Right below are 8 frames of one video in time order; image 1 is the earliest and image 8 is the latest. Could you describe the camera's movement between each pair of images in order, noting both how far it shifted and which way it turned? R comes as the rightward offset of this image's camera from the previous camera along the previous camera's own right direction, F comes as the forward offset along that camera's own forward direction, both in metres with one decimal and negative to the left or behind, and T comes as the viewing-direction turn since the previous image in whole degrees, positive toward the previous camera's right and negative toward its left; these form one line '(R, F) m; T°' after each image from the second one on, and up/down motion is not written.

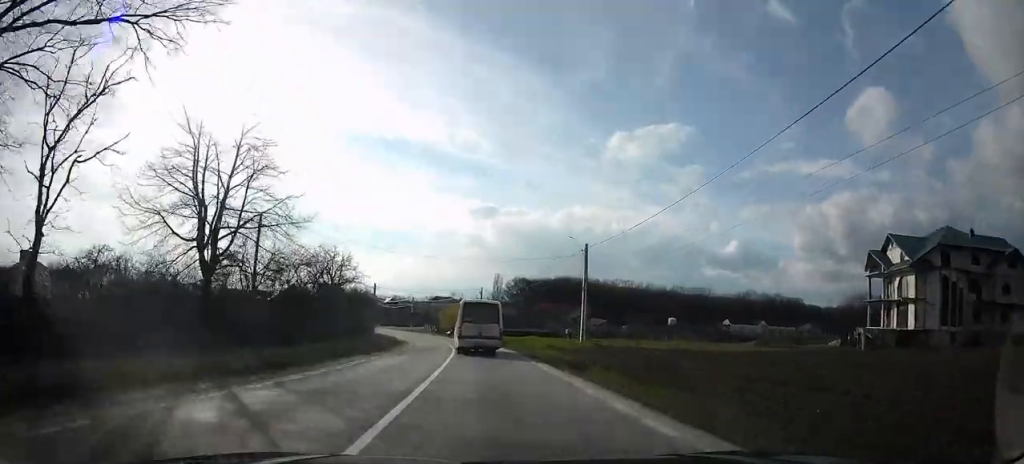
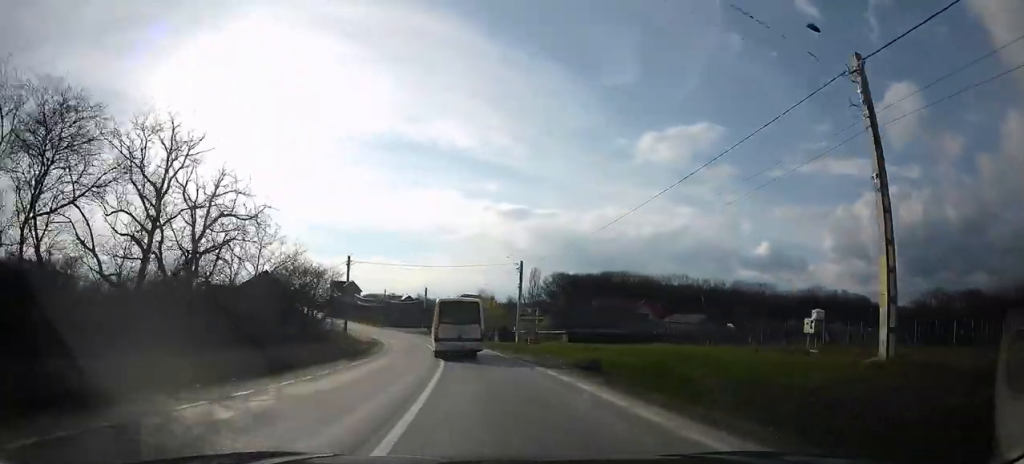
(+0.7, +32.5) m; +2°
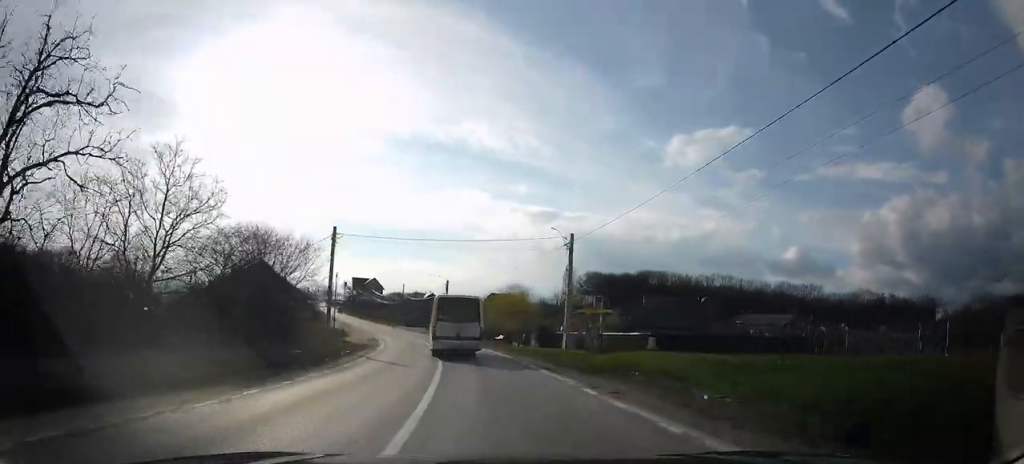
(0.0, +14.8) m; -3°
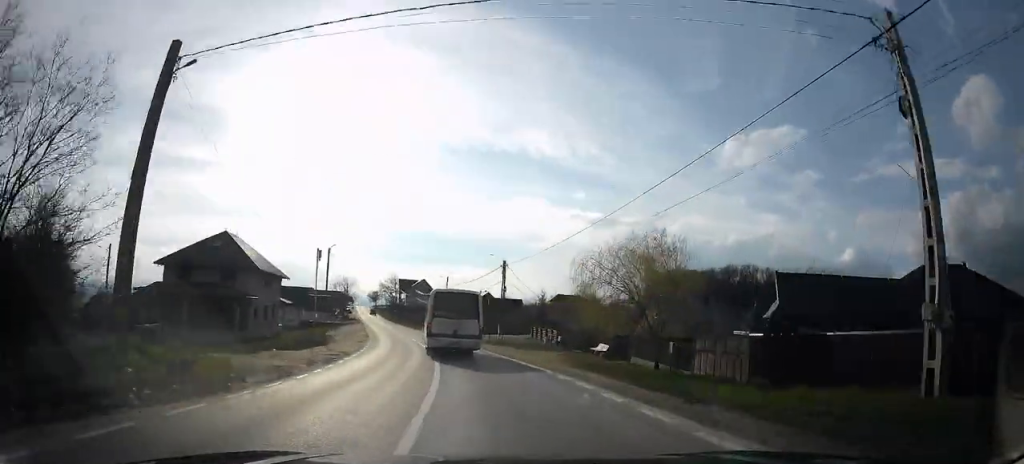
(-1.8, +28.9) m; -10°
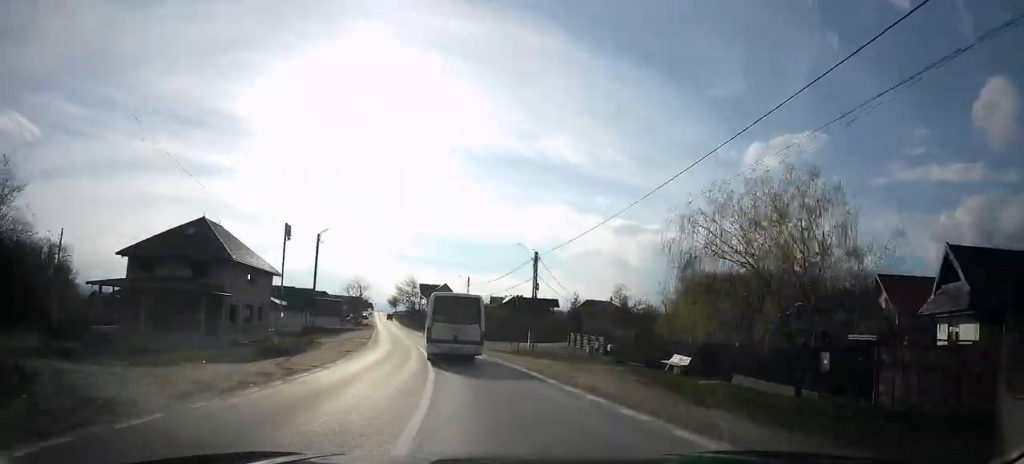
(-0.7, +9.7) m; -3°
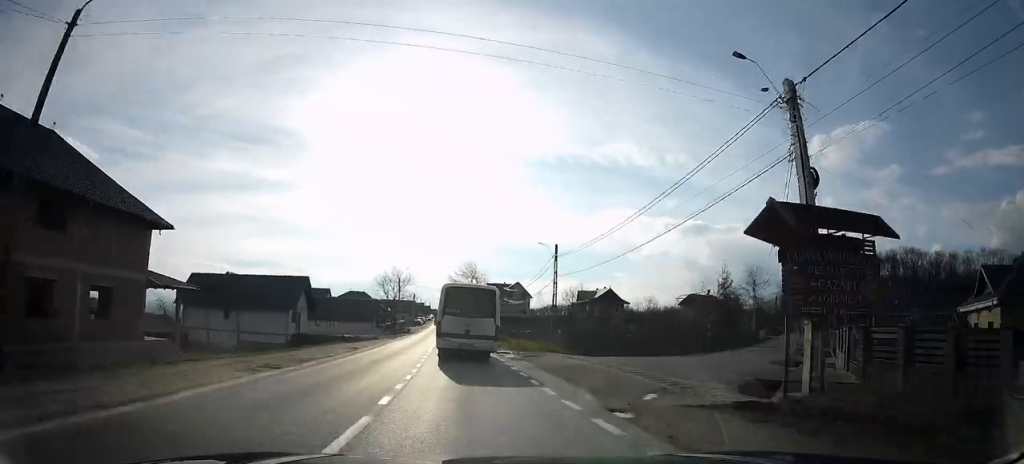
(-1.8, +31.0) m; -3°
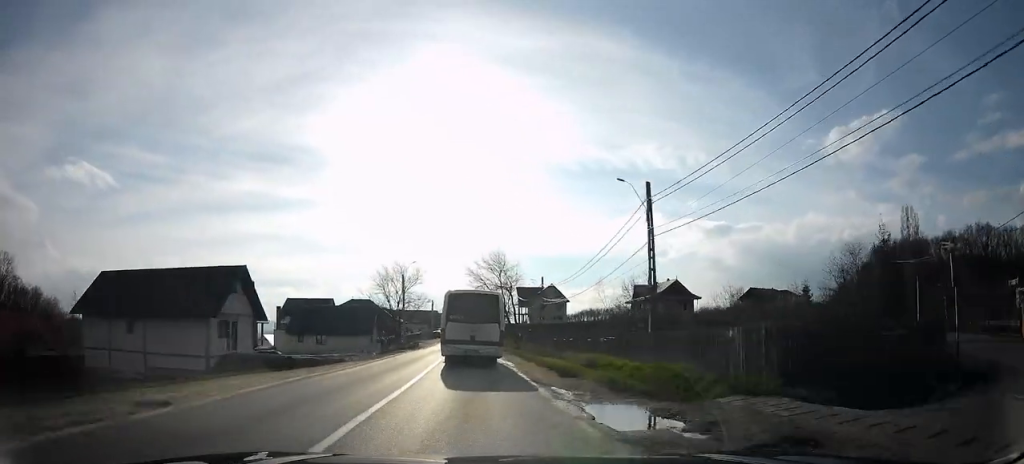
(0.0, +20.2) m; -3°
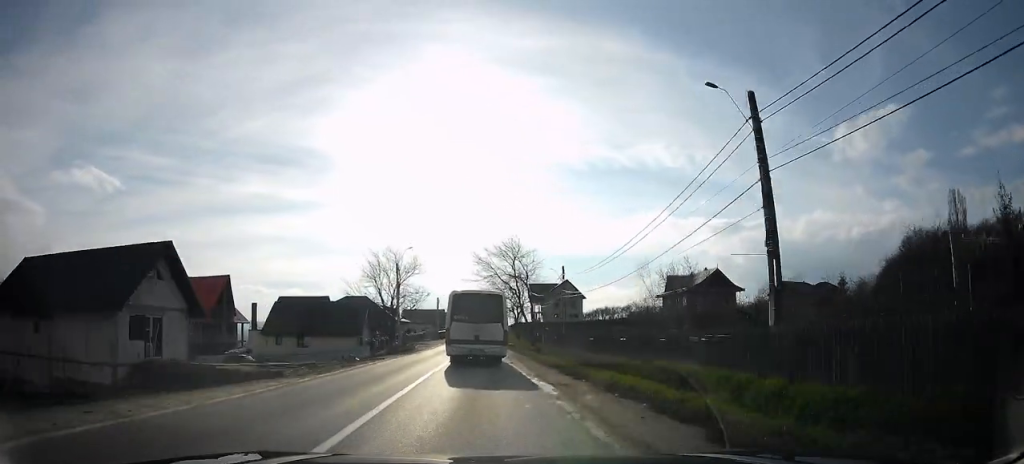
(-0.5, +10.2) m; -4°
